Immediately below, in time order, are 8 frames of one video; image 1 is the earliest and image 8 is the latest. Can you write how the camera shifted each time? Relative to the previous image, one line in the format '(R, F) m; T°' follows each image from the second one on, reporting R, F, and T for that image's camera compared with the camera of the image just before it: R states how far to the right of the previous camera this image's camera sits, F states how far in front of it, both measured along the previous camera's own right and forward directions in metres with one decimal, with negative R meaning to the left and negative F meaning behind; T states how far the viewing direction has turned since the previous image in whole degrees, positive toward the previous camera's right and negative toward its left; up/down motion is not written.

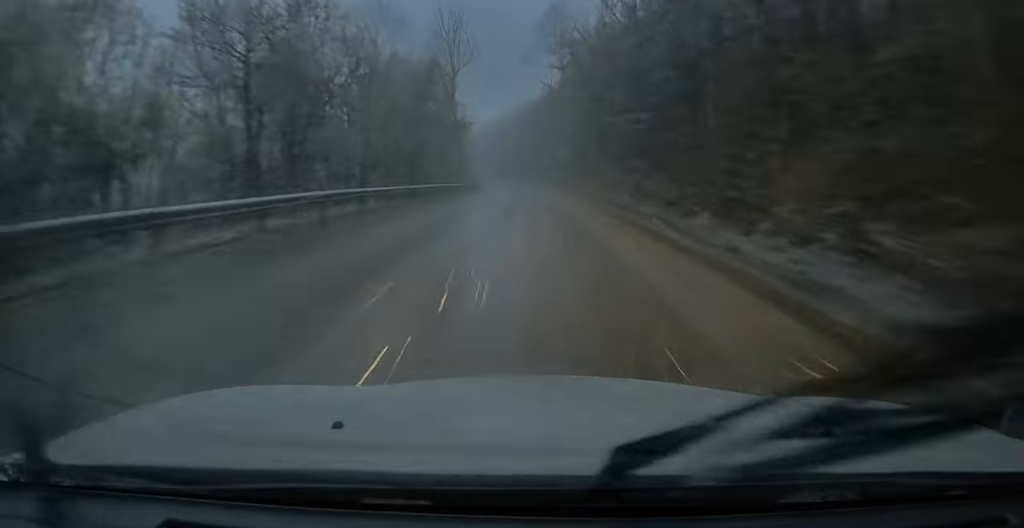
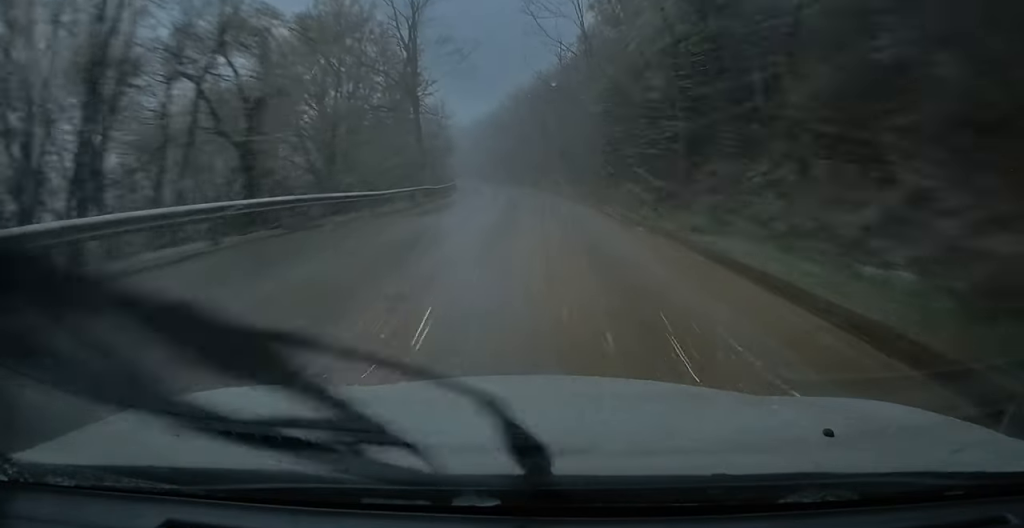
(+0.2, +25.3) m; +1°
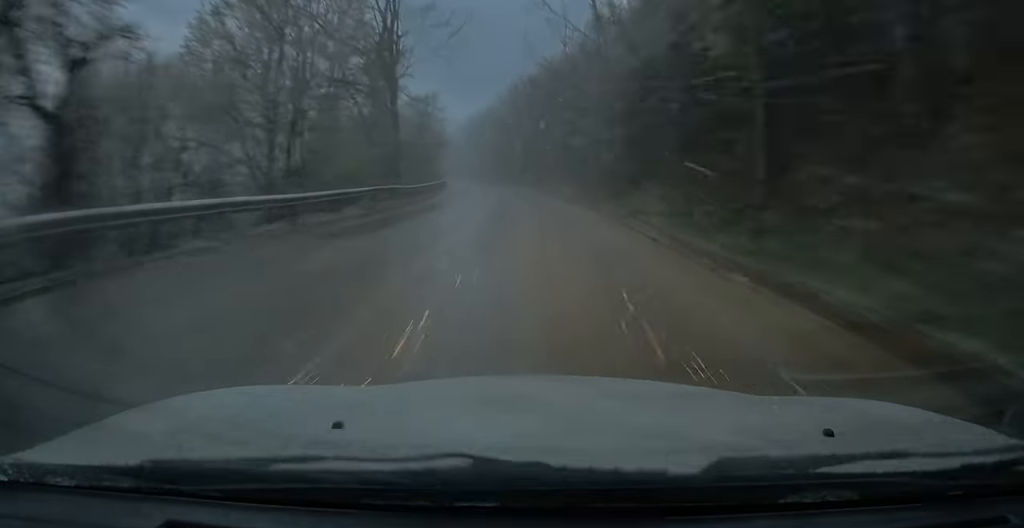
(0.0, +7.5) m; 0°
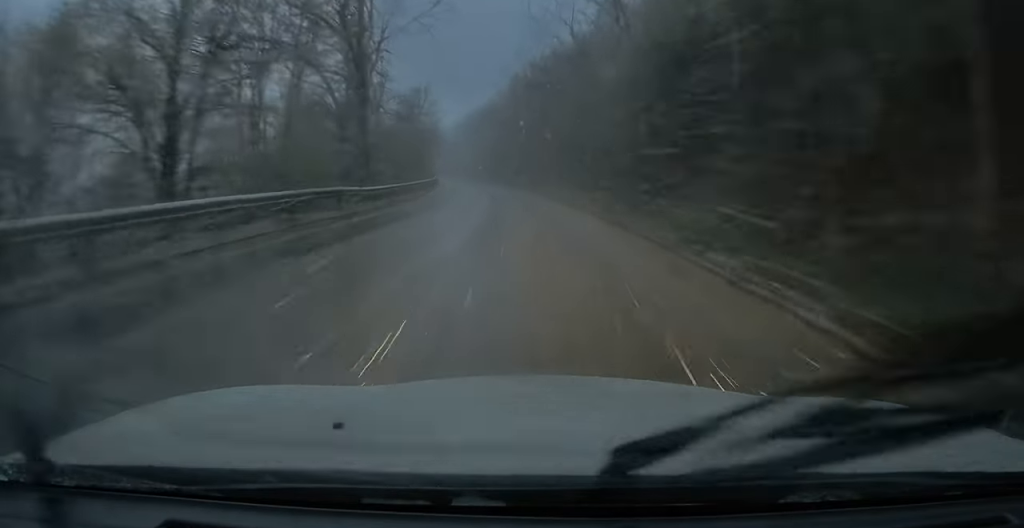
(-0.1, +7.5) m; 0°
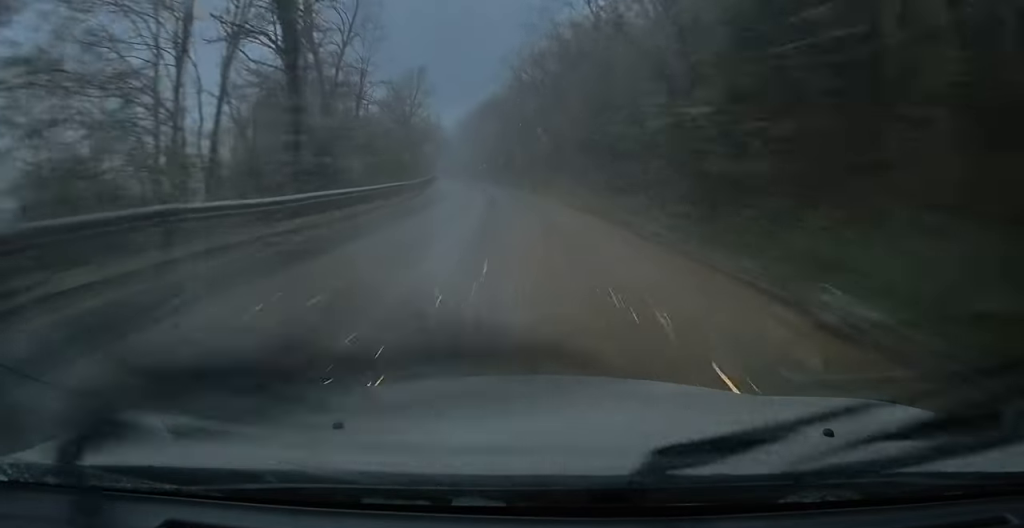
(-0.1, +9.6) m; -1°
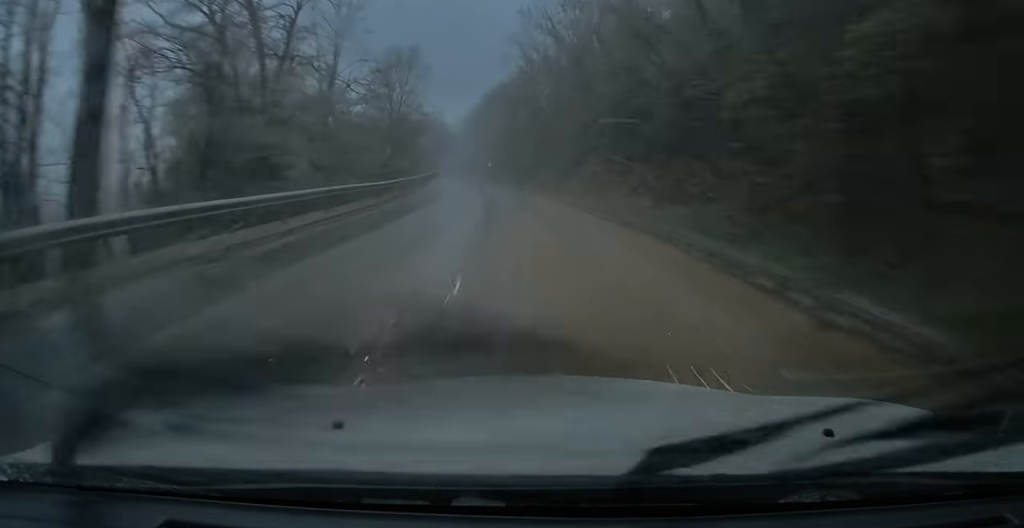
(0.0, +10.1) m; -1°
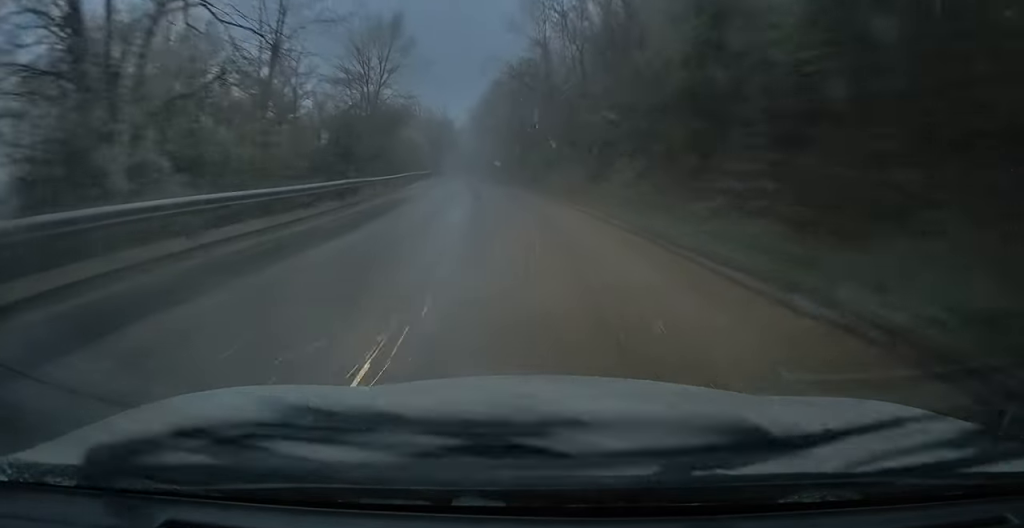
(-0.2, +11.9) m; -2°
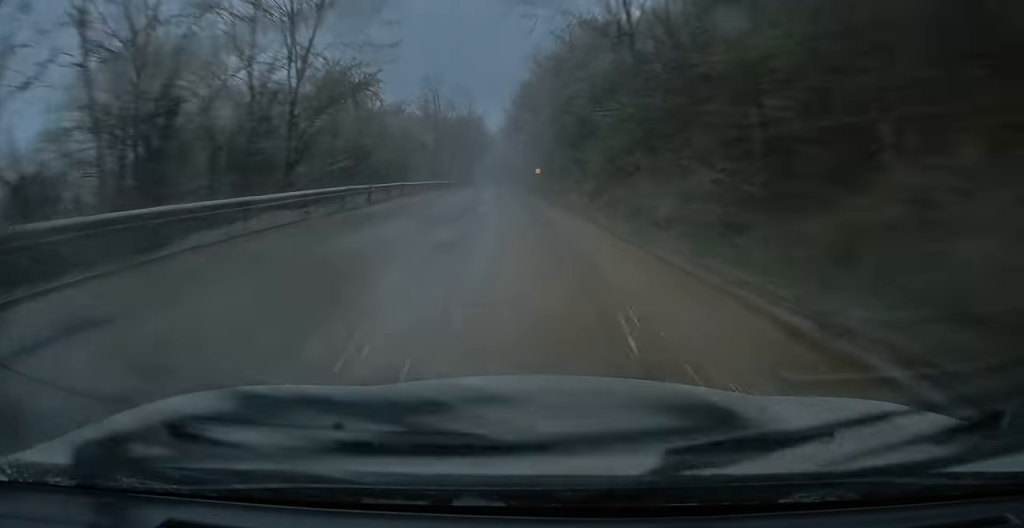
(-0.7, +20.9) m; -4°
